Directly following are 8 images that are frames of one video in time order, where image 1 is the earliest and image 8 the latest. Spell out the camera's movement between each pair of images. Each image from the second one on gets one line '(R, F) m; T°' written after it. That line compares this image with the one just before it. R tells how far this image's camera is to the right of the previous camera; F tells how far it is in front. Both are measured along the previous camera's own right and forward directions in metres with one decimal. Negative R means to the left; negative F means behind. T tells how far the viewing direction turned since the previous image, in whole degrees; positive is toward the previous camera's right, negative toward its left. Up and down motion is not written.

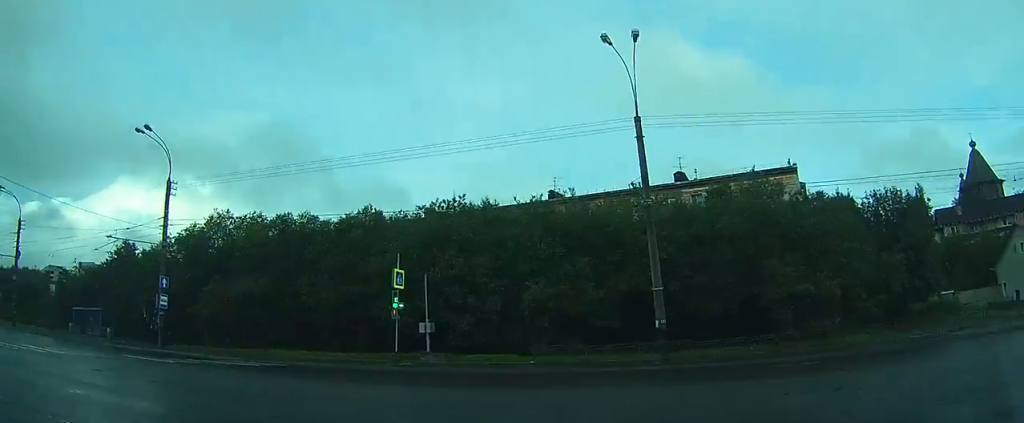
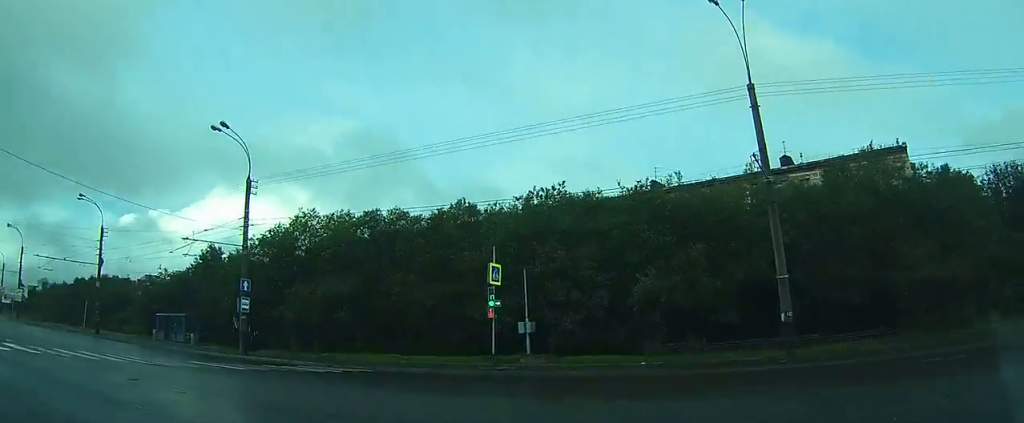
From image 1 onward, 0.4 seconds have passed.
(-0.1, +2.3) m; -3°
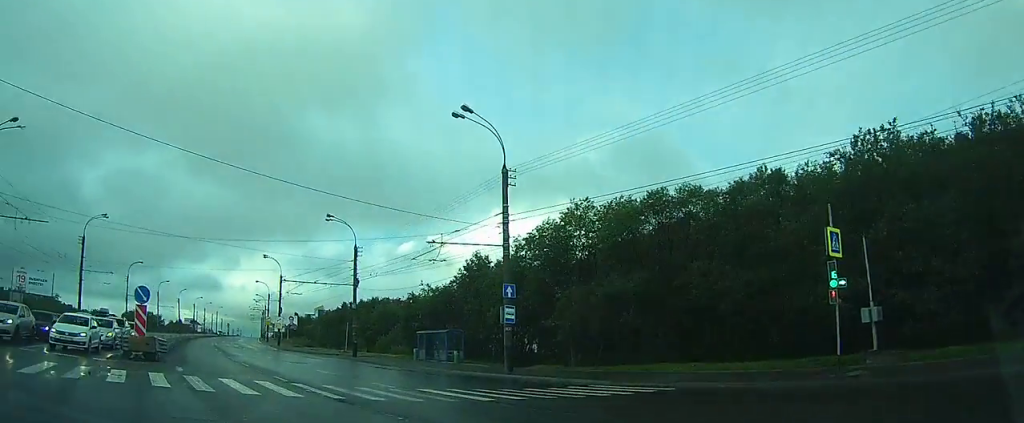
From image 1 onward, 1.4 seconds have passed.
(-0.4, +6.4) m; -6°
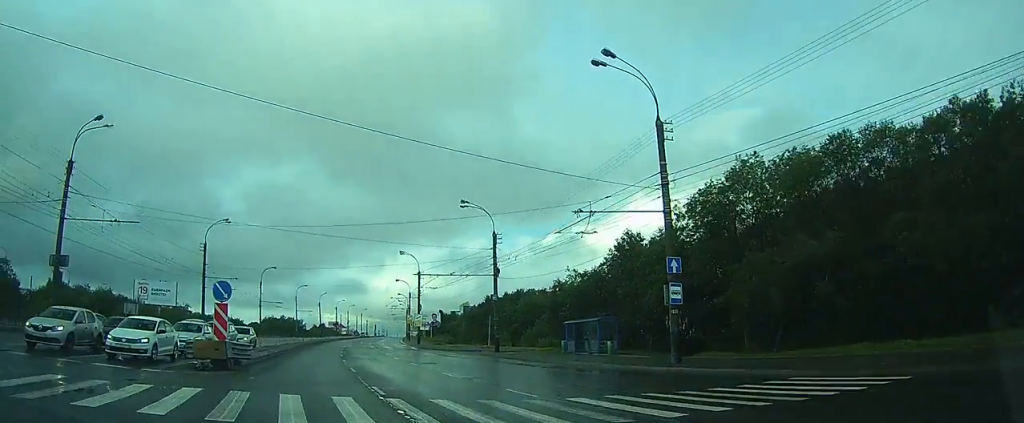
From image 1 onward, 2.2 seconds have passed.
(-0.2, +5.0) m; -7°
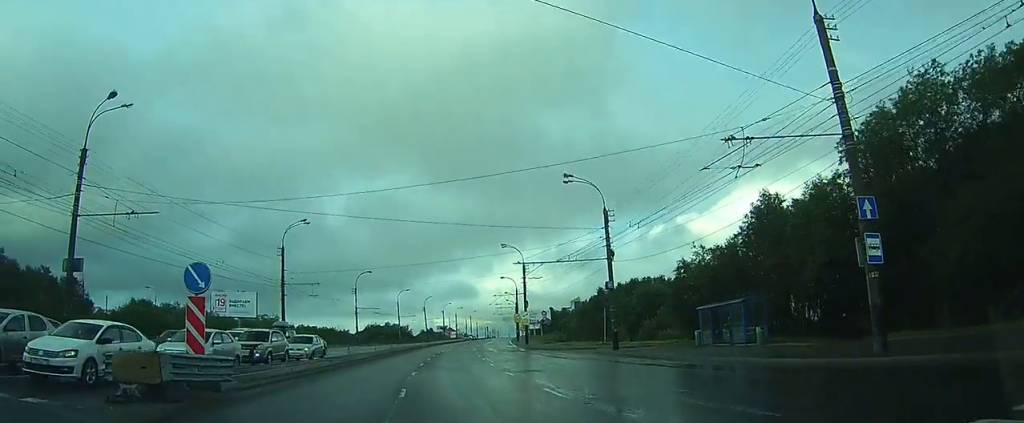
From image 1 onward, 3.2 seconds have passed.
(-0.8, +7.3) m; -18°
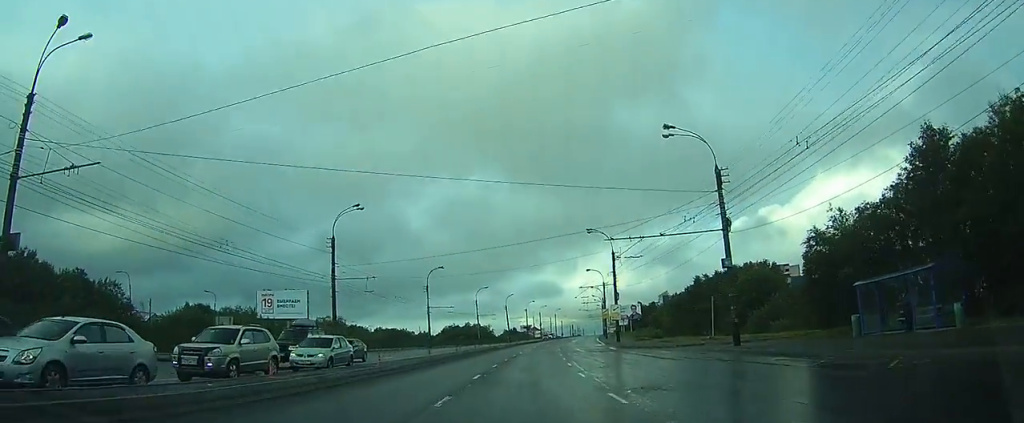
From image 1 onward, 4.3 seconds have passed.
(-1.7, +8.8) m; -9°
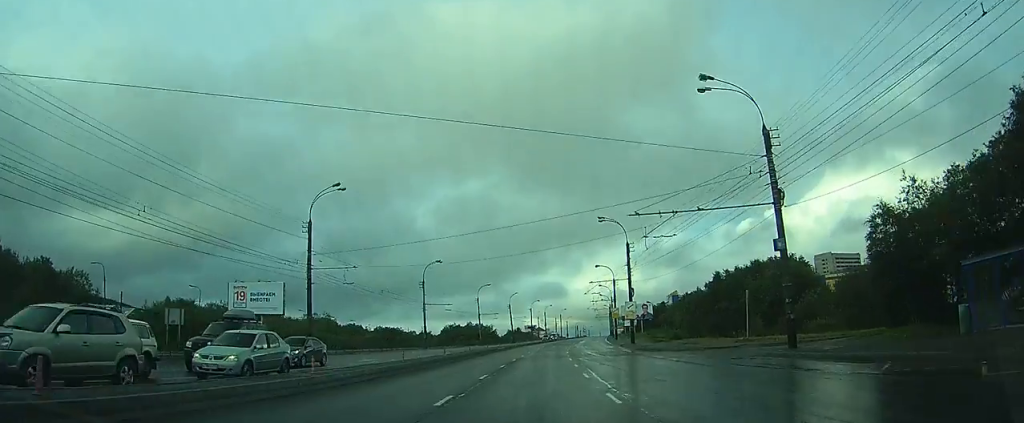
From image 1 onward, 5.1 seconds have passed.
(+0.2, +6.5) m; +1°
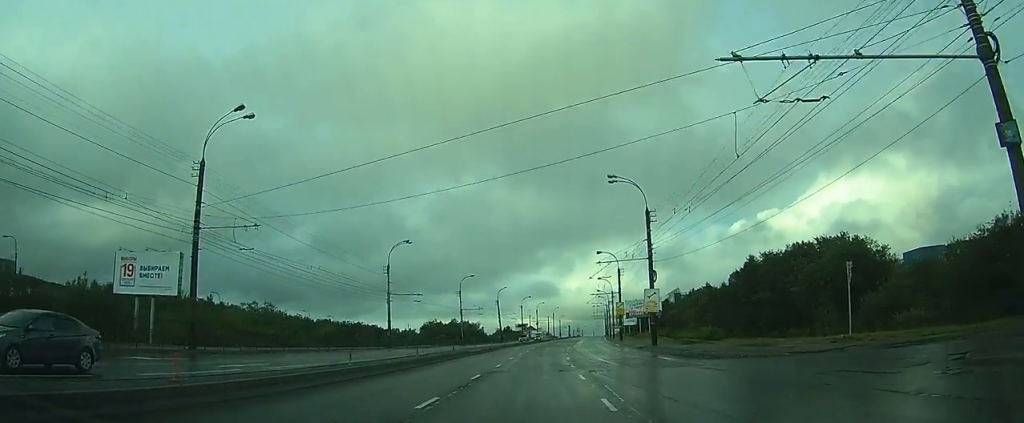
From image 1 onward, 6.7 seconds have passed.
(-1.0, +13.9) m; -11°
